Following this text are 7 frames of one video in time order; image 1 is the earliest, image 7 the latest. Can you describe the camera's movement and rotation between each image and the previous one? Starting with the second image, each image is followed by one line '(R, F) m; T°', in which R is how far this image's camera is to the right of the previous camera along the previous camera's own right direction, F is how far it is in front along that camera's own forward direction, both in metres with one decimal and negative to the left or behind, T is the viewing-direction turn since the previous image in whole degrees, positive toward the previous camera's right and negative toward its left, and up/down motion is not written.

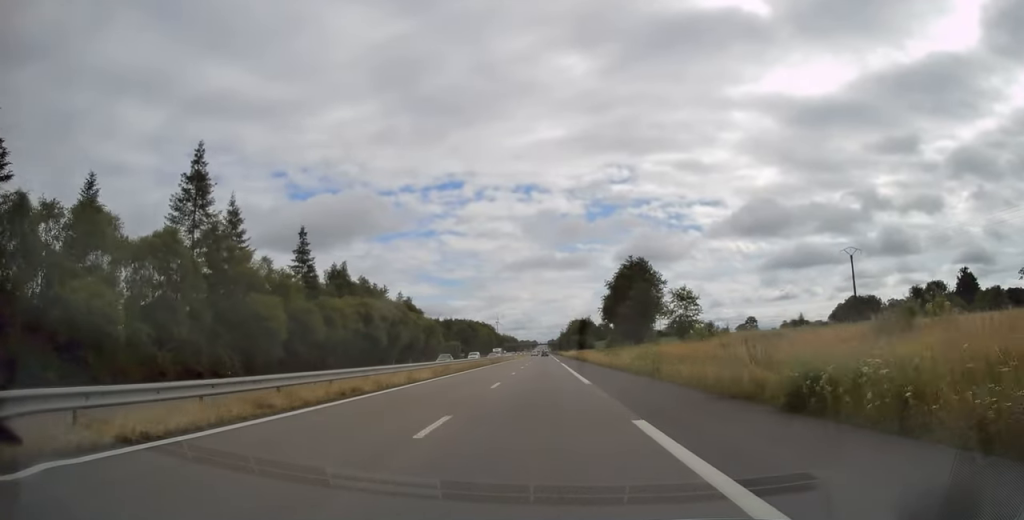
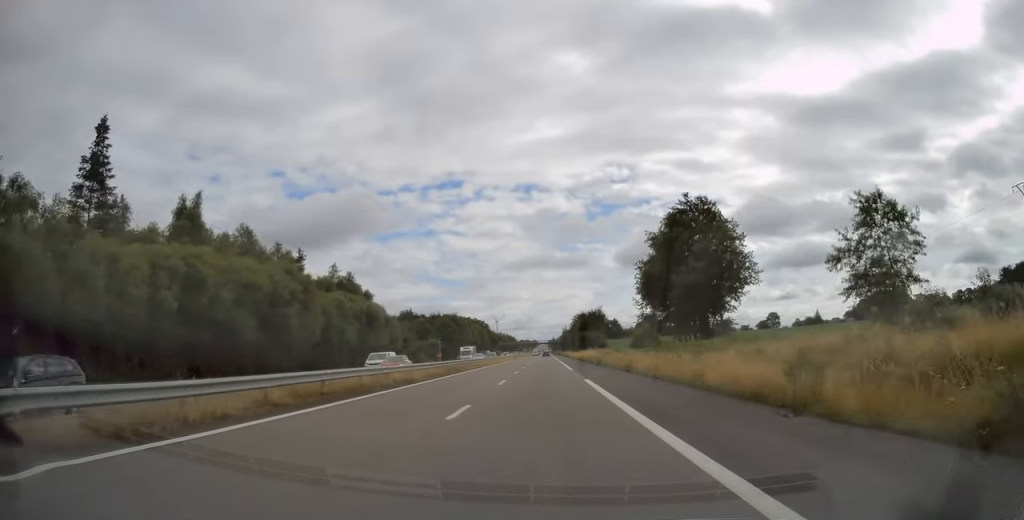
(-0.5, +37.0) m; 0°
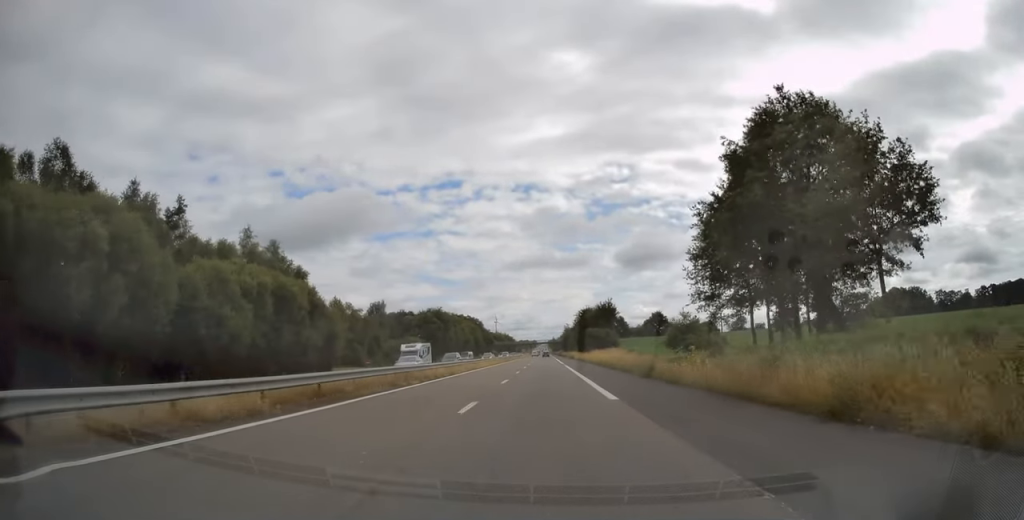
(+0.3, +24.4) m; +1°
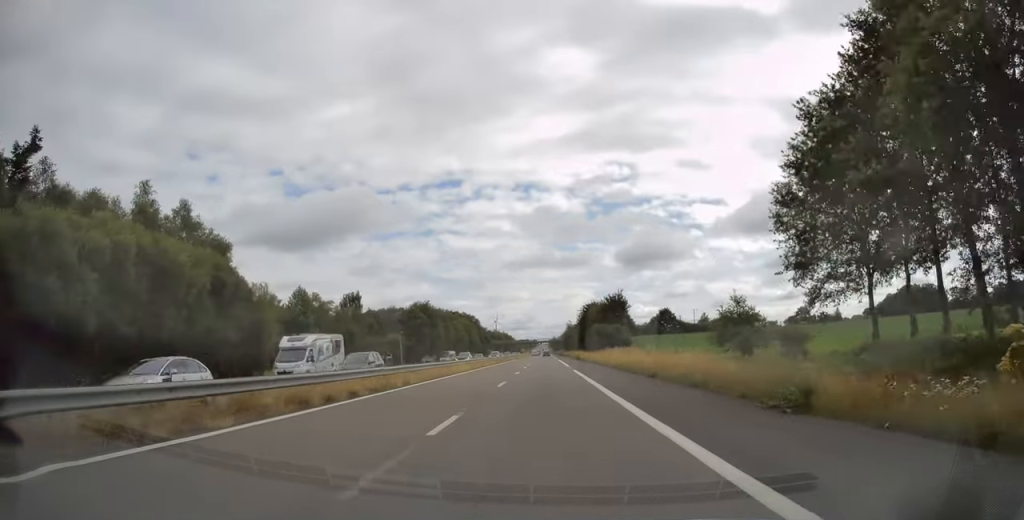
(+0.1, +16.6) m; 0°
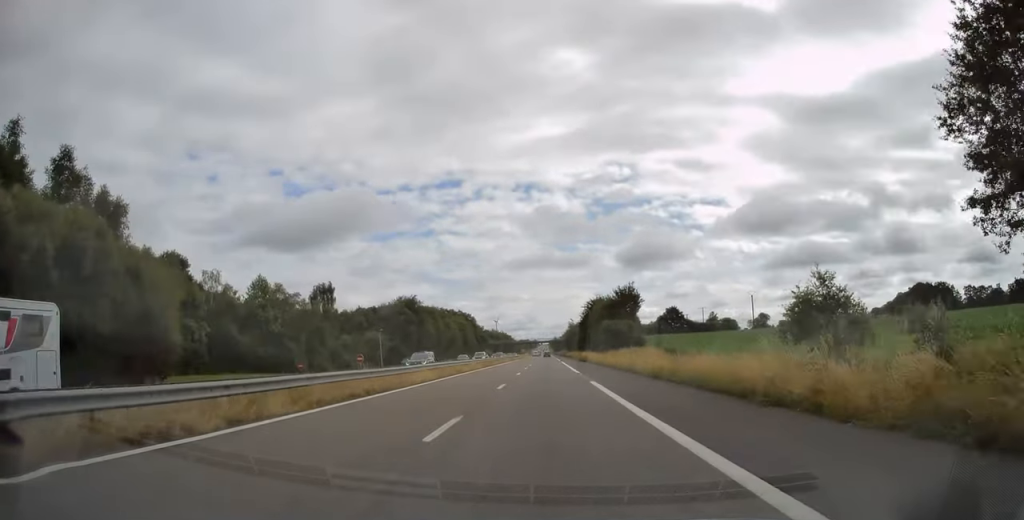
(0.0, +13.9) m; 0°
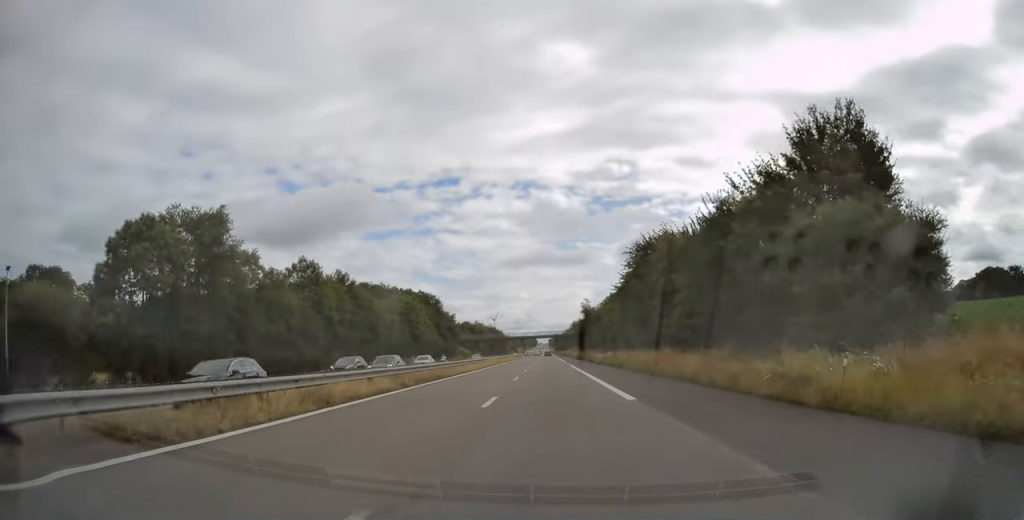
(-0.2, +72.9) m; -1°
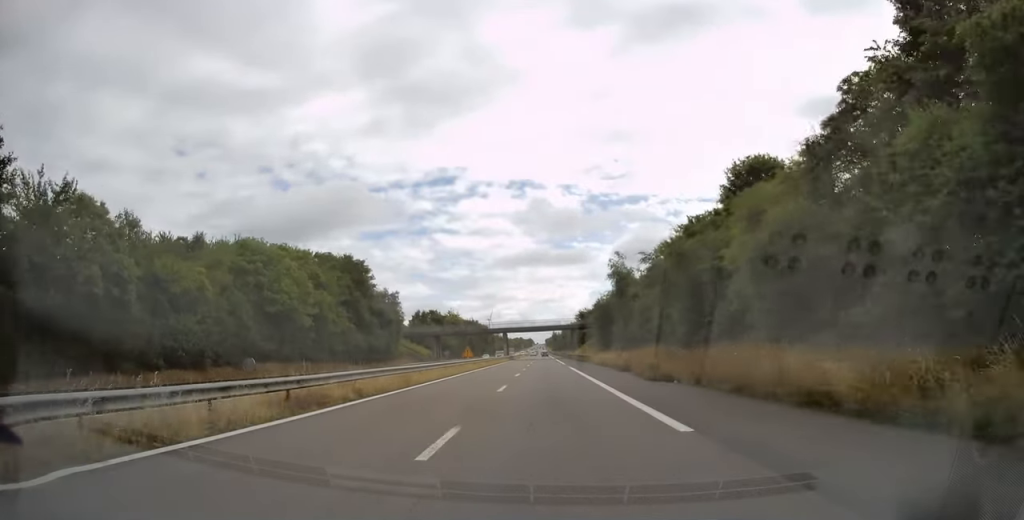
(+0.3, +59.5) m; +1°
